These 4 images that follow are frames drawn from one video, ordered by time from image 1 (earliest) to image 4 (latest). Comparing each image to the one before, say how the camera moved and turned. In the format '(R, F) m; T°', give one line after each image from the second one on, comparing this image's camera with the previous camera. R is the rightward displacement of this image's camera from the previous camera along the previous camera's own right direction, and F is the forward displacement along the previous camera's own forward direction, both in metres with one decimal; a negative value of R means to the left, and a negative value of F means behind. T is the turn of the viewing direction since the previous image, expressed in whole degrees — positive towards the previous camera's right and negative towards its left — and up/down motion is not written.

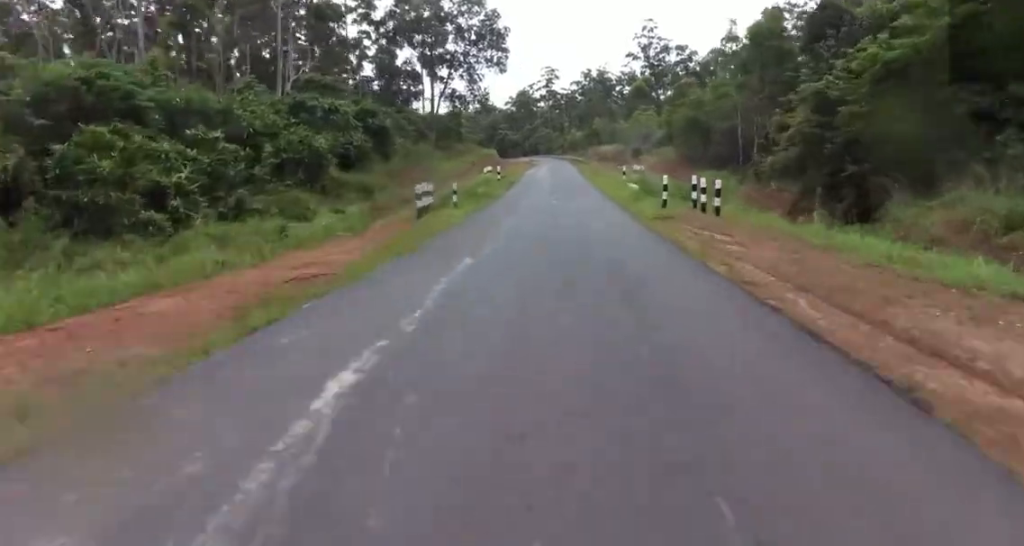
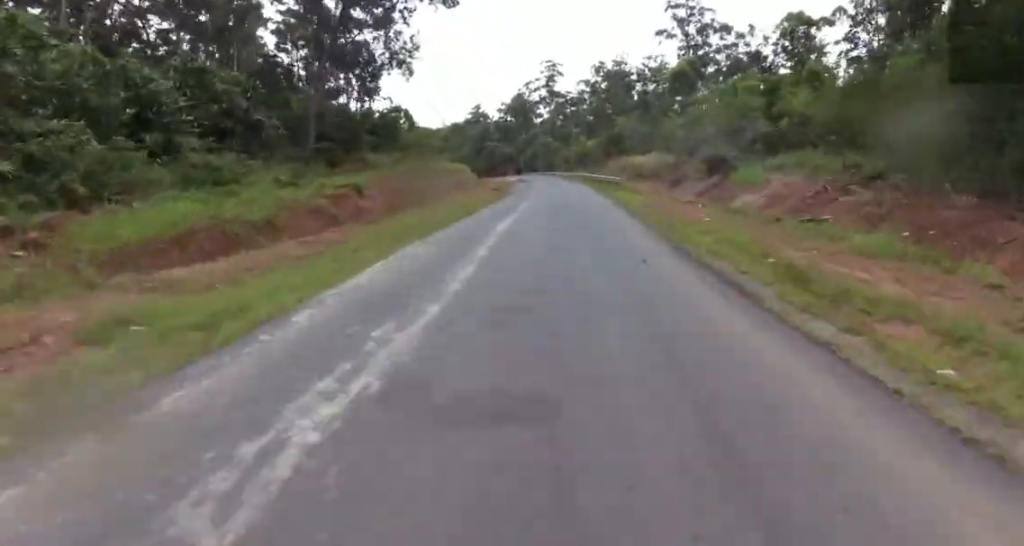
(-1.1, +47.4) m; -2°
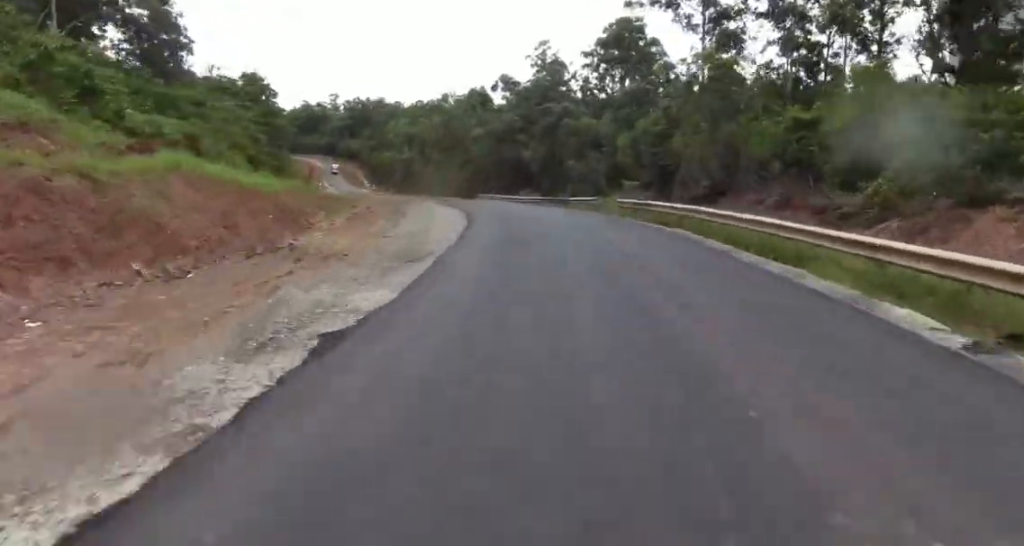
(-5.0, +98.6) m; -16°
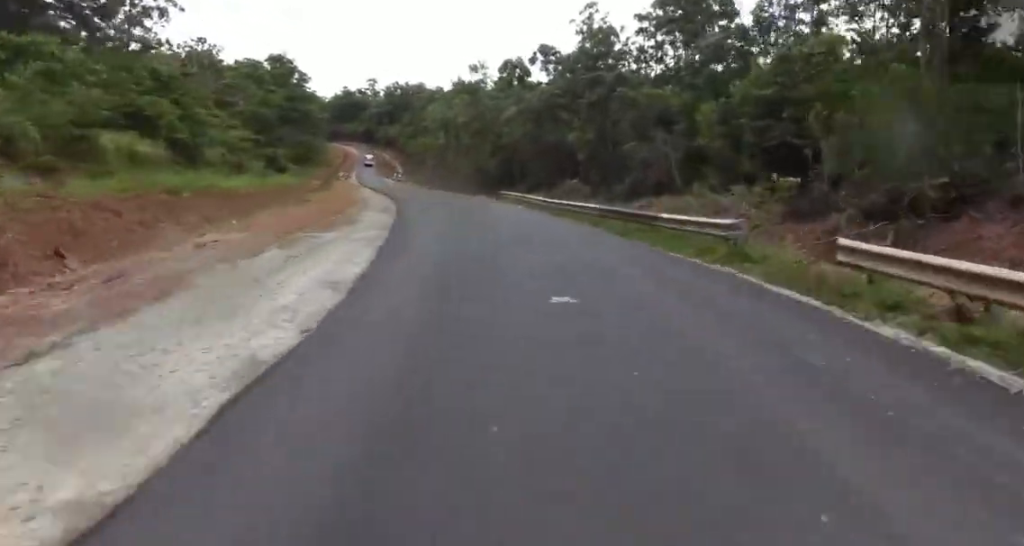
(-2.6, +16.1) m; -9°
